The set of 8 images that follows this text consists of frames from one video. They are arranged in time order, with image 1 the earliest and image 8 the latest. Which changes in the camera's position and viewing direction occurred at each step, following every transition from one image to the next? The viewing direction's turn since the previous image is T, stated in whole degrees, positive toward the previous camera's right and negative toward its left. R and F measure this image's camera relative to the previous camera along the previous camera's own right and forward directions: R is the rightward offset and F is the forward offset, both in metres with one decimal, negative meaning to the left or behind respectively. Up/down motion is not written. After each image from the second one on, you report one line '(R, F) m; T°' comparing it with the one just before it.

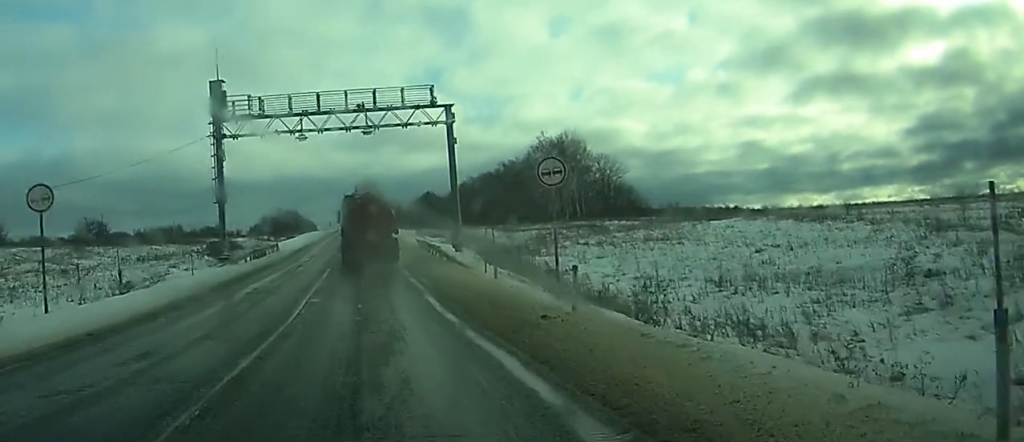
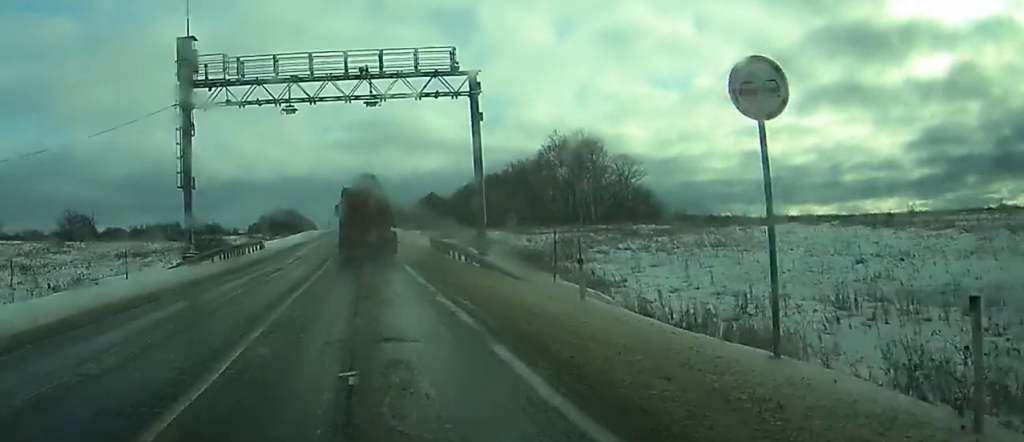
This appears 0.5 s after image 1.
(0.0, +10.5) m; 0°
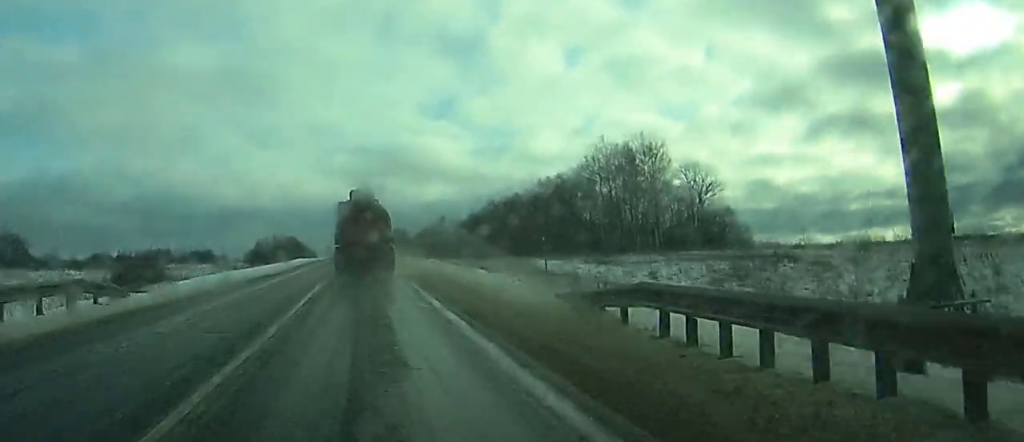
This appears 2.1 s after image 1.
(+0.2, +33.2) m; 0°
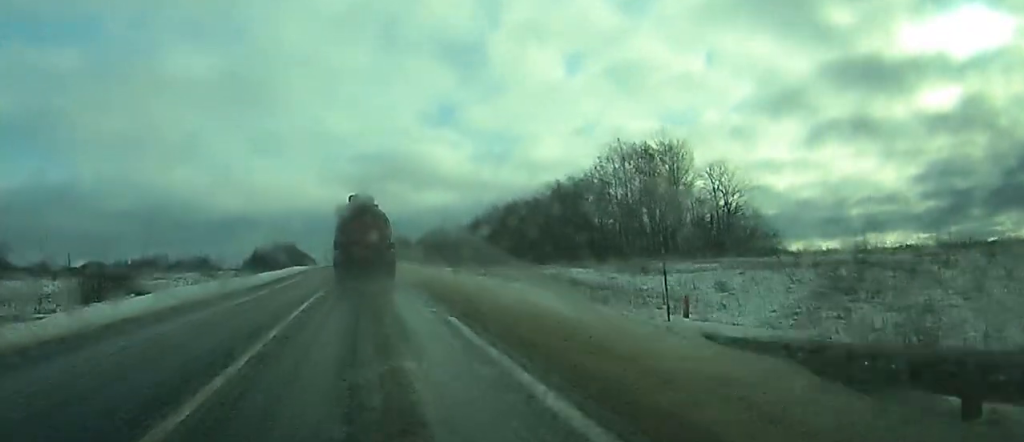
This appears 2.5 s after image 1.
(0.0, +9.1) m; 0°
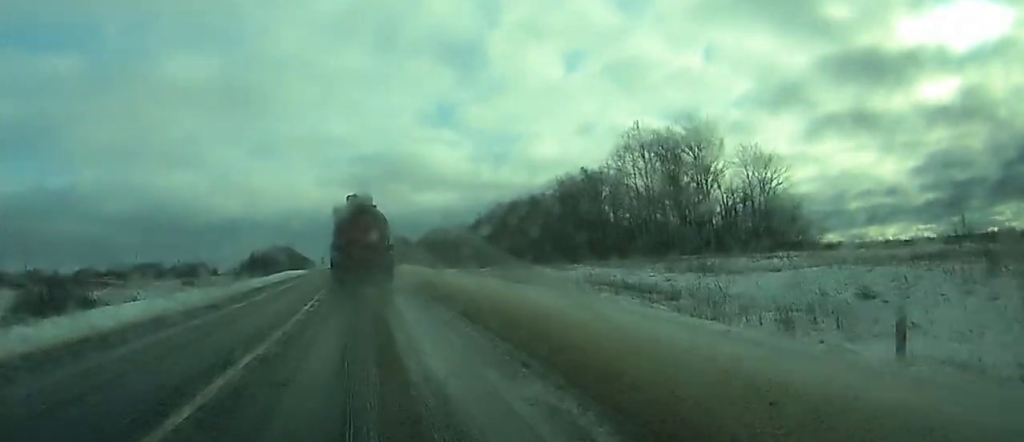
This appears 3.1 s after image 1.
(-0.1, +11.2) m; 0°
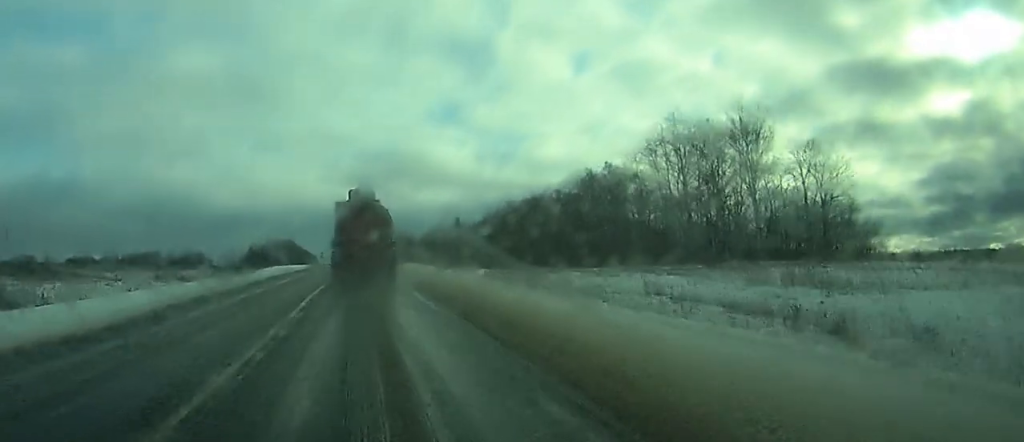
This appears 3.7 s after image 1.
(0.0, +12.6) m; 0°
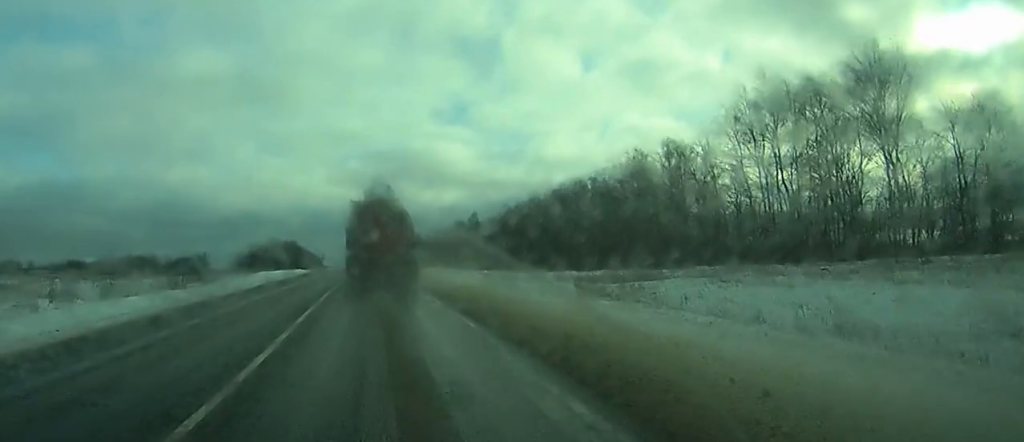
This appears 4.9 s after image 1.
(+0.1, +25.7) m; 0°
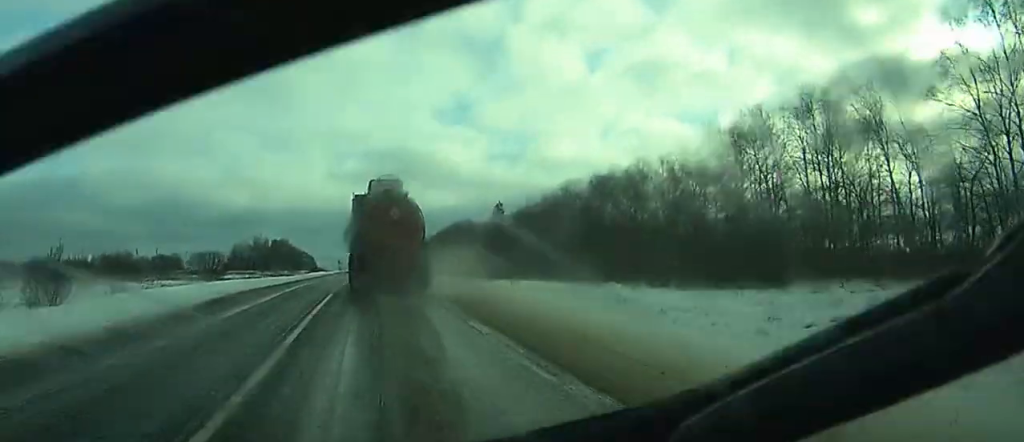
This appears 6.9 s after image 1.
(-0.3, +41.1) m; -1°
